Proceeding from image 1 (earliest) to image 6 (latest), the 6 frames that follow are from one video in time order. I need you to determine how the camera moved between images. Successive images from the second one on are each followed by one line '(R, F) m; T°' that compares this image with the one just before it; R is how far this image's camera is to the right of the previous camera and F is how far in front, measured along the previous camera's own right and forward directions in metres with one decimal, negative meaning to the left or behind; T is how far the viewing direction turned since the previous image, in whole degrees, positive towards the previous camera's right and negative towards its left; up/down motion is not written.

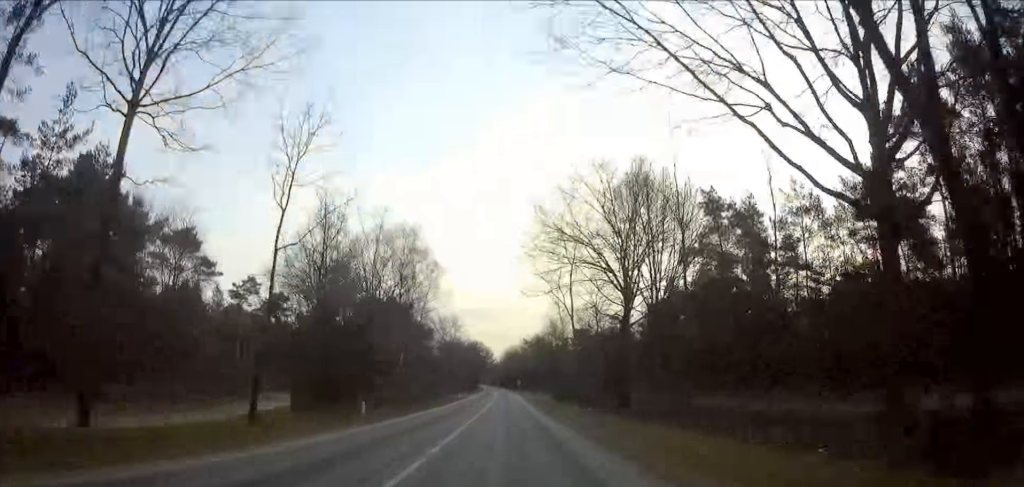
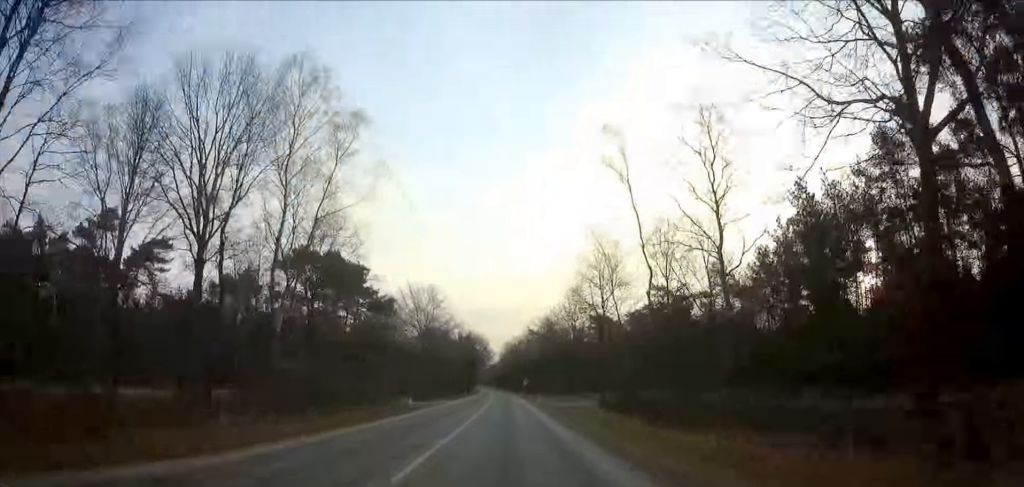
(0.0, +37.3) m; 0°
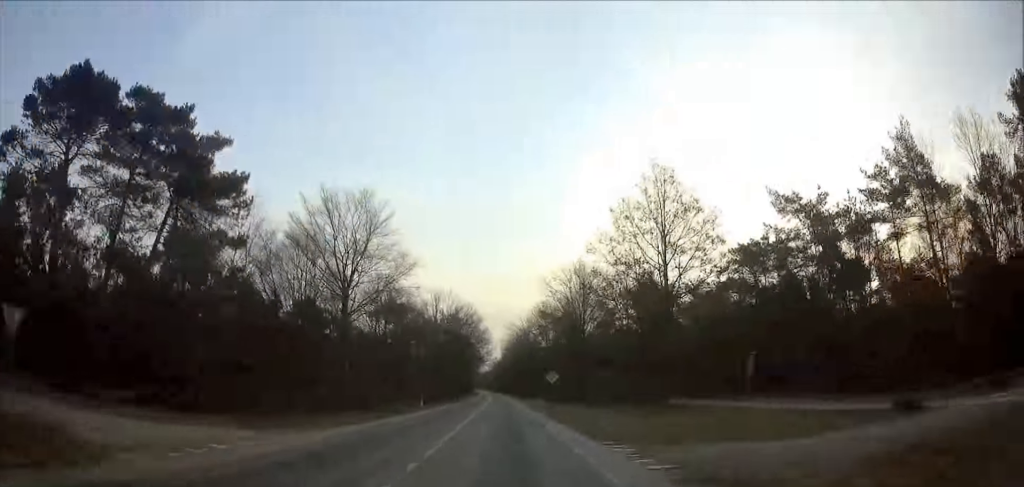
(0.0, +42.2) m; 0°
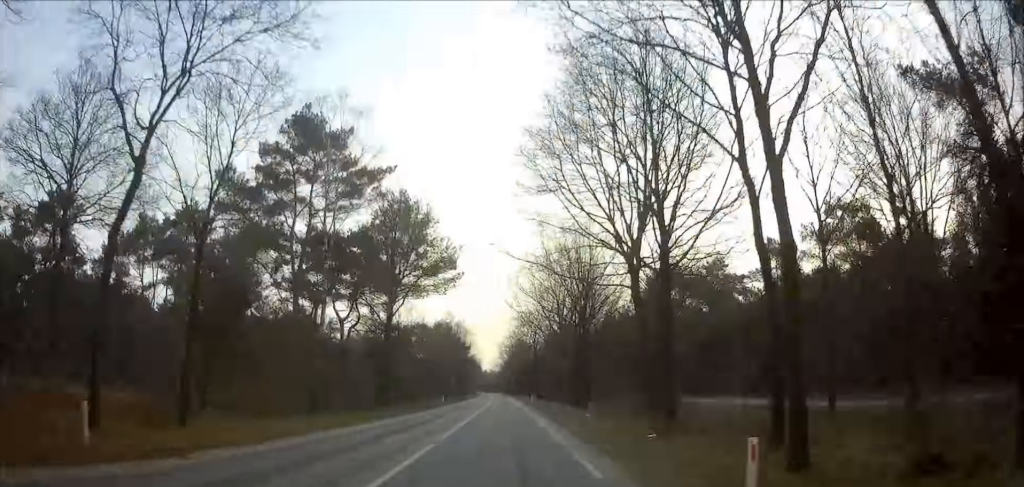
(-2.9, +136.7) m; -2°
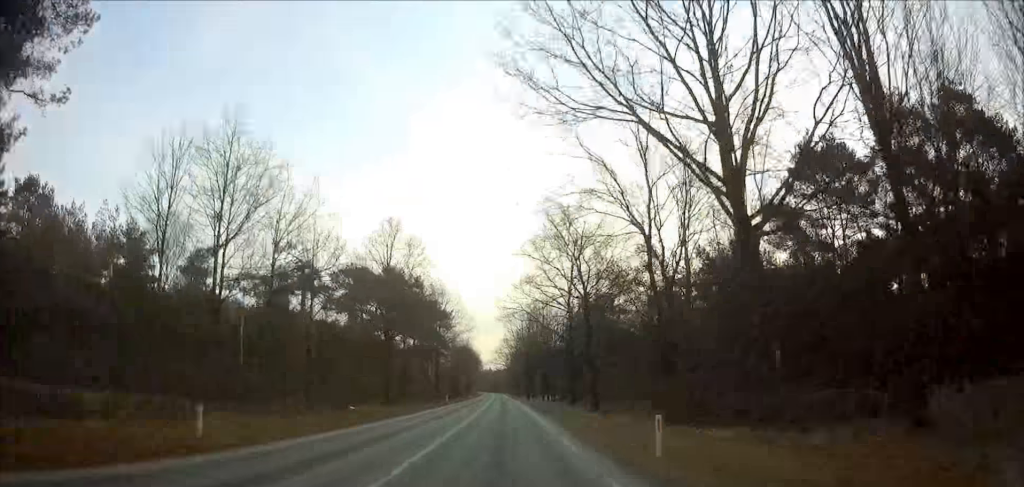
(-0.2, +46.1) m; 0°
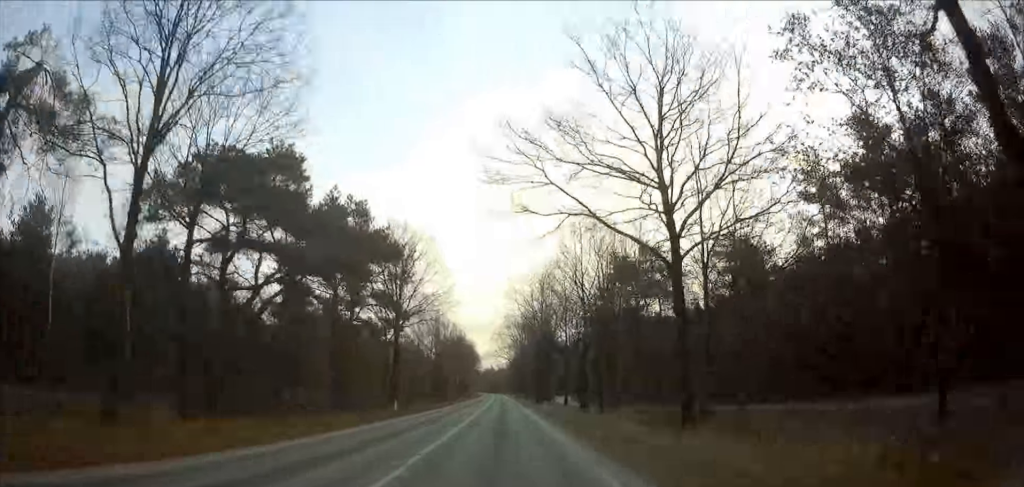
(-0.1, +28.5) m; 0°
